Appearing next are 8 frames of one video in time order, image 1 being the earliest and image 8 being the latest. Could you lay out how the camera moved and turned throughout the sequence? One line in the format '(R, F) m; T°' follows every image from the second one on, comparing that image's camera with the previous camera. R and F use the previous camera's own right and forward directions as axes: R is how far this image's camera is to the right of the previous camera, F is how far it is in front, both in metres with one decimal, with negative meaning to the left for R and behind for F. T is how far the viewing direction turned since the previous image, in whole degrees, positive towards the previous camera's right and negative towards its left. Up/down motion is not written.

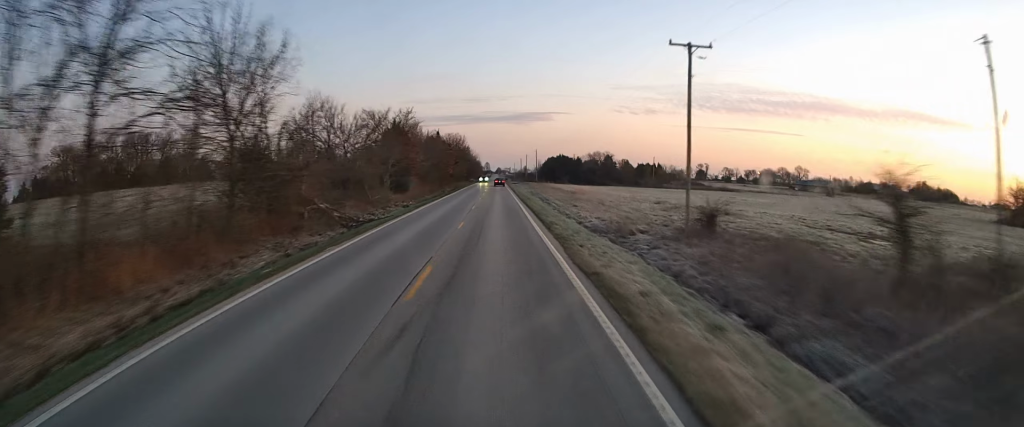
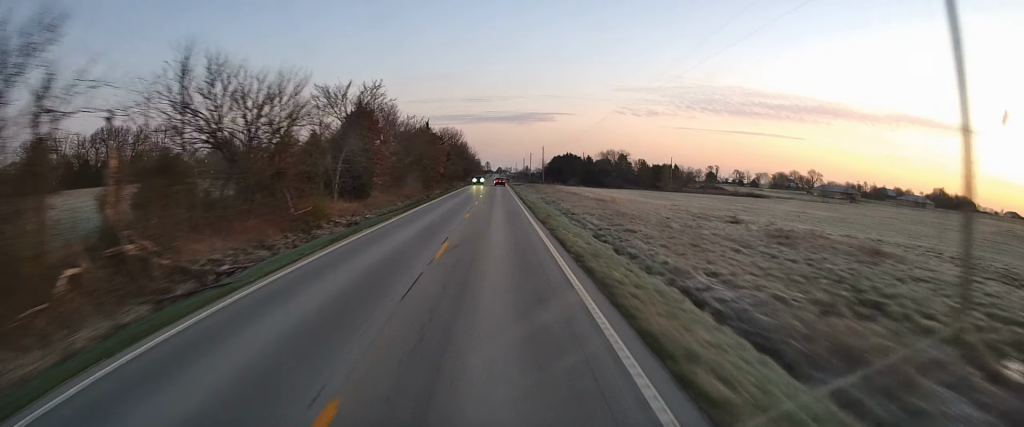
(0.0, +20.3) m; 0°
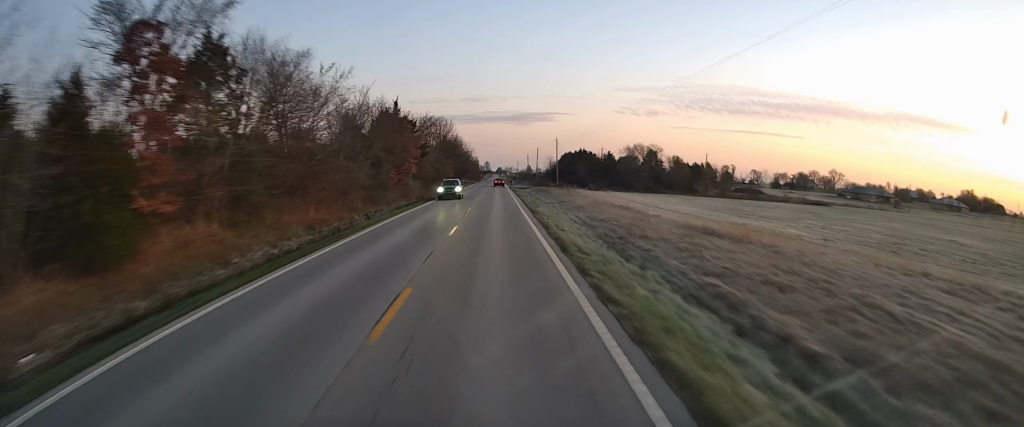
(-0.5, +31.8) m; 0°
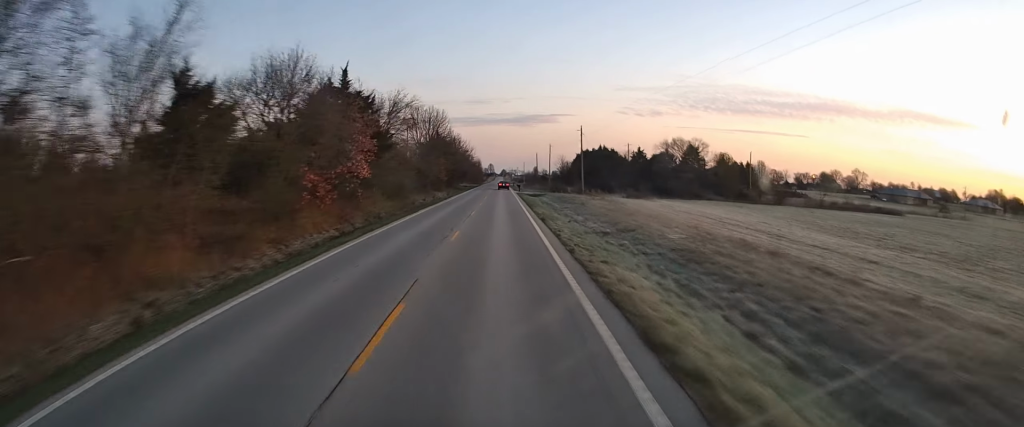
(+0.3, +26.0) m; +1°
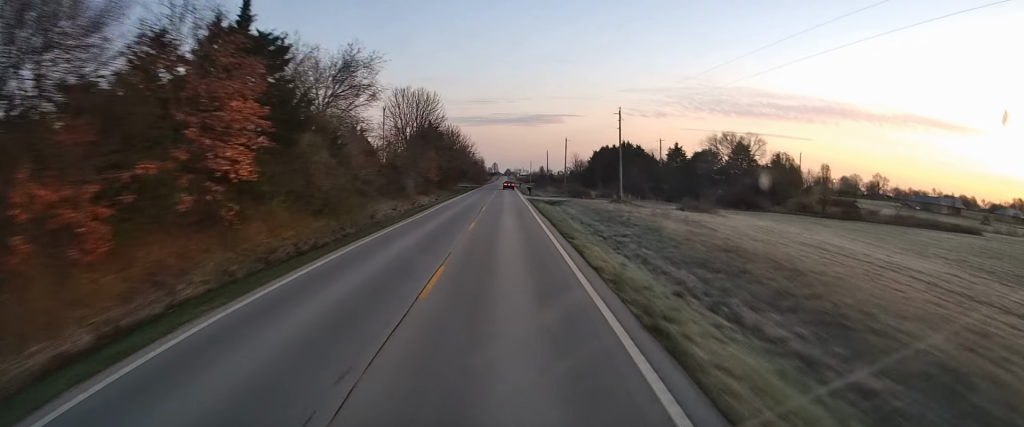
(+0.1, +21.2) m; 0°
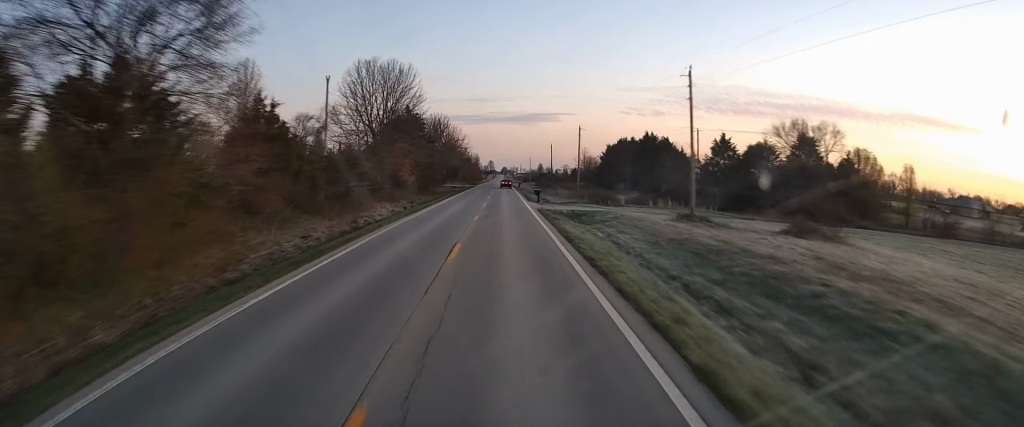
(0.0, +21.2) m; -1°
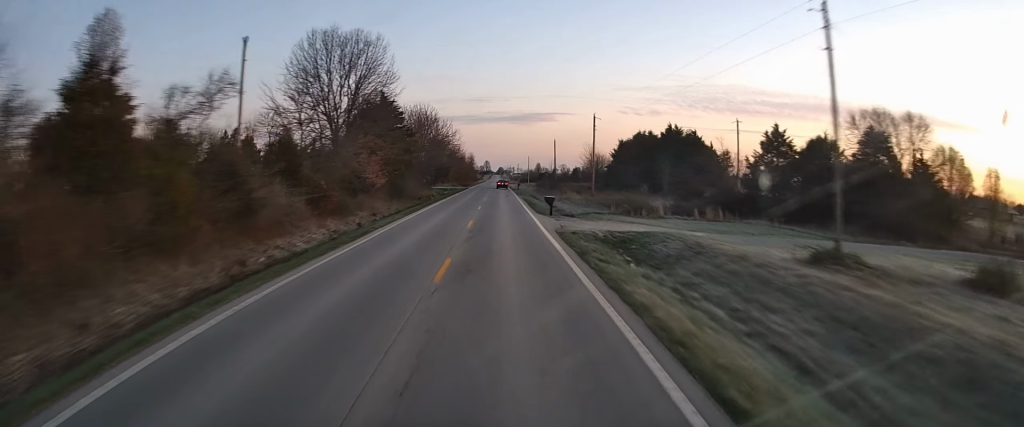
(-0.2, +15.3) m; -1°
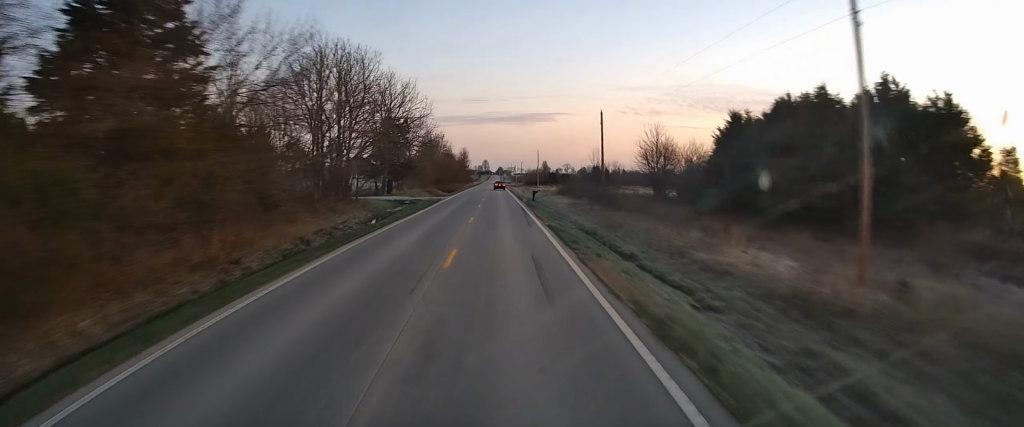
(-0.5, +48.4) m; +1°
